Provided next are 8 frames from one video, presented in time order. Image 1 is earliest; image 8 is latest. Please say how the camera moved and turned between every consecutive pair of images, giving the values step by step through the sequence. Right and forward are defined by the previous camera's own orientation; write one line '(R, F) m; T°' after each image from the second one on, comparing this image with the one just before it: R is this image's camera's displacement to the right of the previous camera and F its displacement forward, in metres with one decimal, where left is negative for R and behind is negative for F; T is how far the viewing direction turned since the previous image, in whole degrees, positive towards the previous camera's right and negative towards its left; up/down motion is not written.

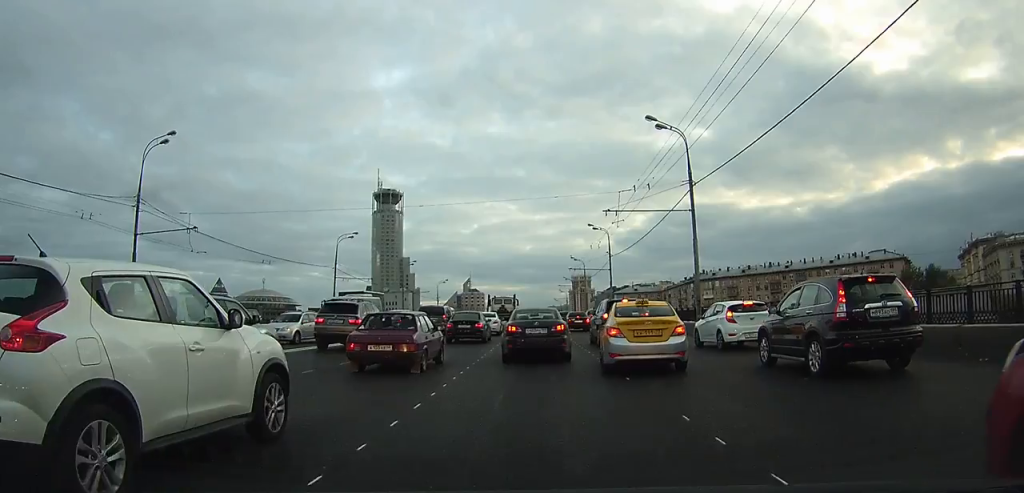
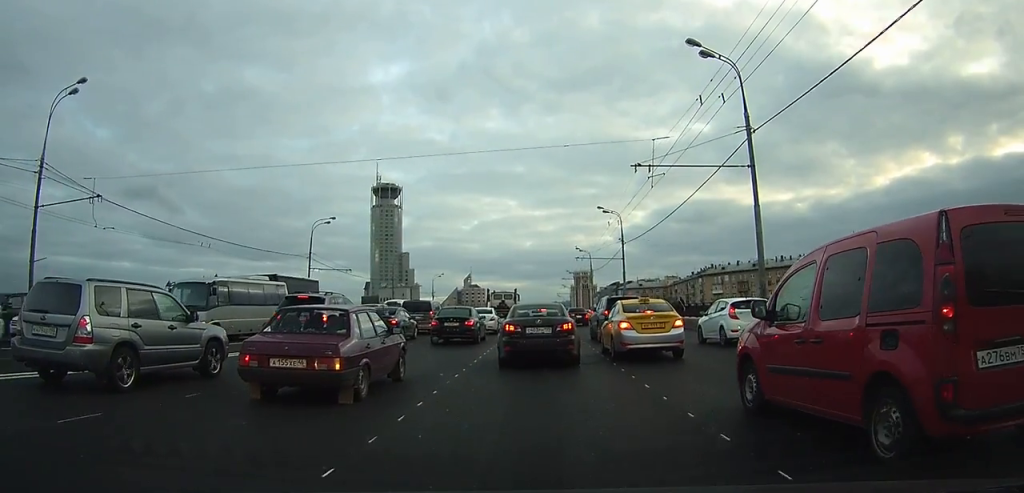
(-0.2, +8.7) m; -3°
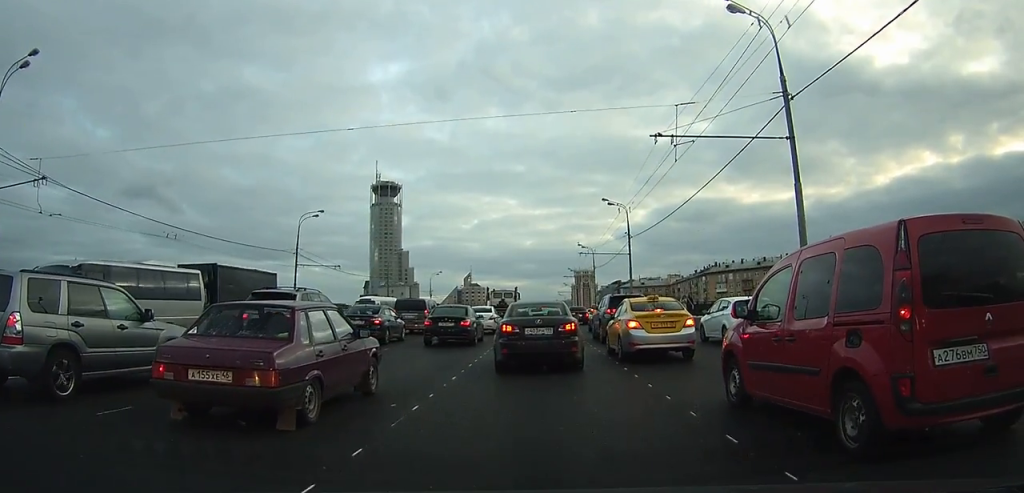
(0.0, +4.0) m; 0°
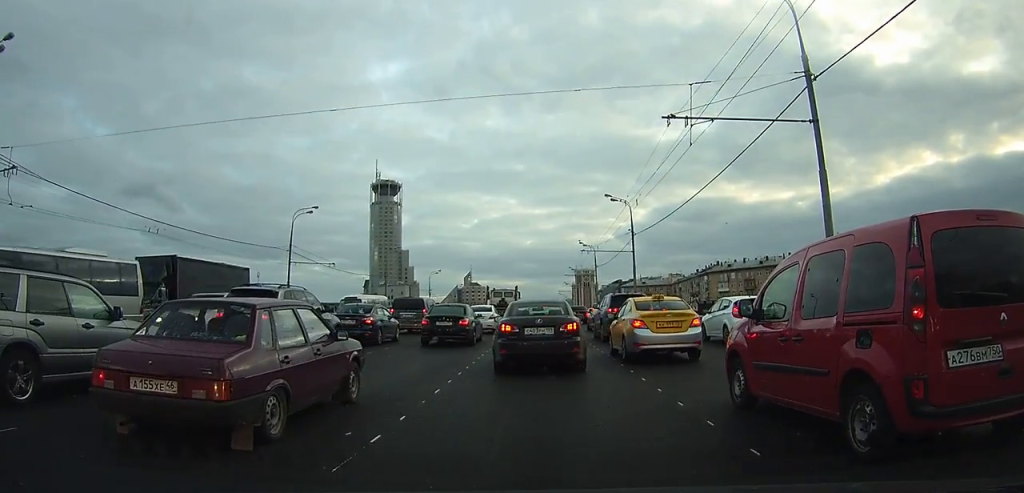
(0.0, +1.9) m; 0°
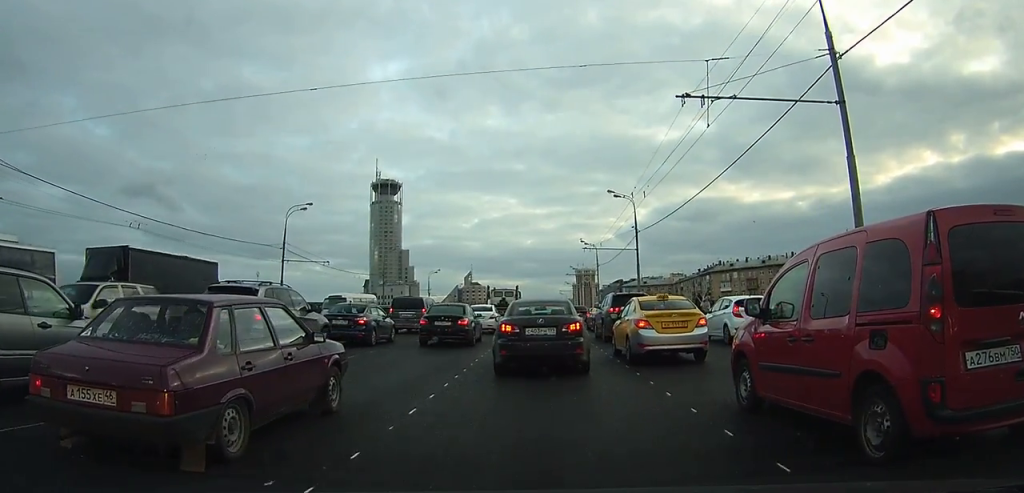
(0.0, +1.9) m; 0°
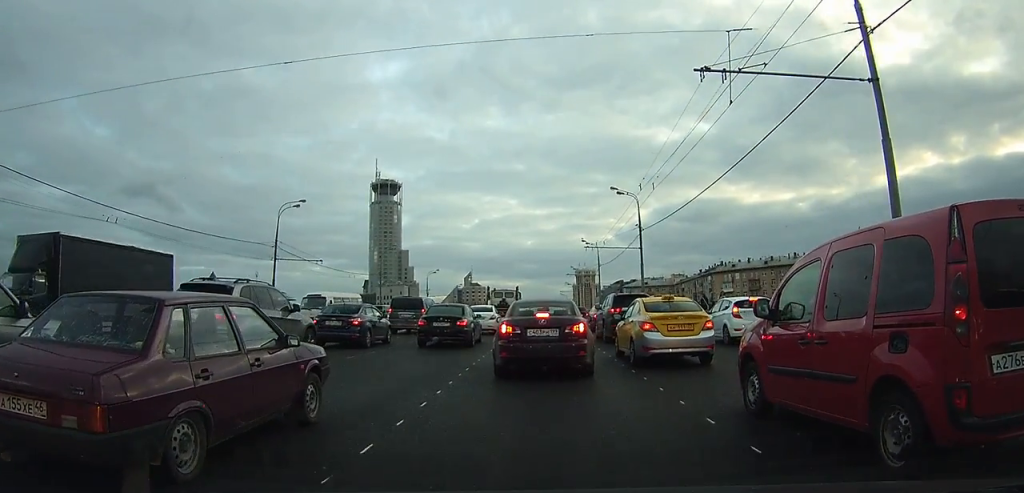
(0.0, +2.0) m; +1°
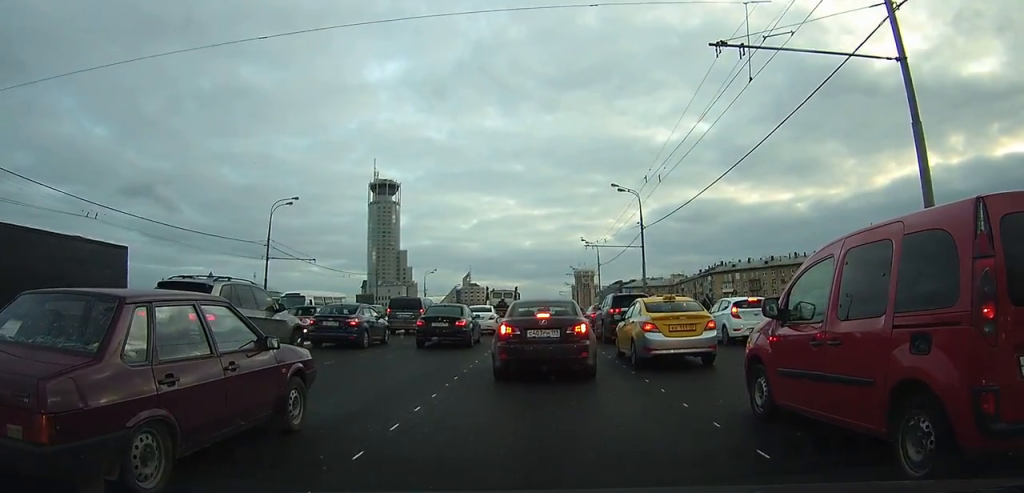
(0.0, +1.6) m; 0°
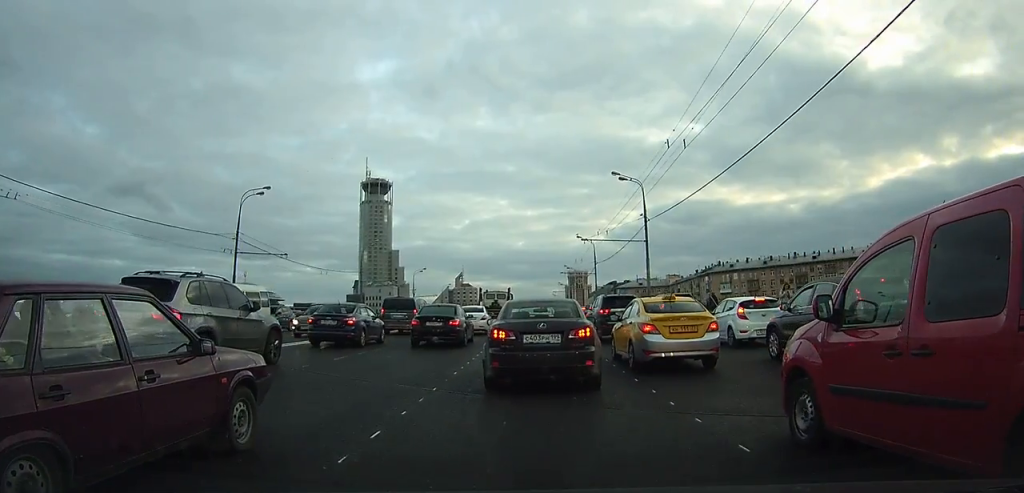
(0.0, +5.0) m; 0°
